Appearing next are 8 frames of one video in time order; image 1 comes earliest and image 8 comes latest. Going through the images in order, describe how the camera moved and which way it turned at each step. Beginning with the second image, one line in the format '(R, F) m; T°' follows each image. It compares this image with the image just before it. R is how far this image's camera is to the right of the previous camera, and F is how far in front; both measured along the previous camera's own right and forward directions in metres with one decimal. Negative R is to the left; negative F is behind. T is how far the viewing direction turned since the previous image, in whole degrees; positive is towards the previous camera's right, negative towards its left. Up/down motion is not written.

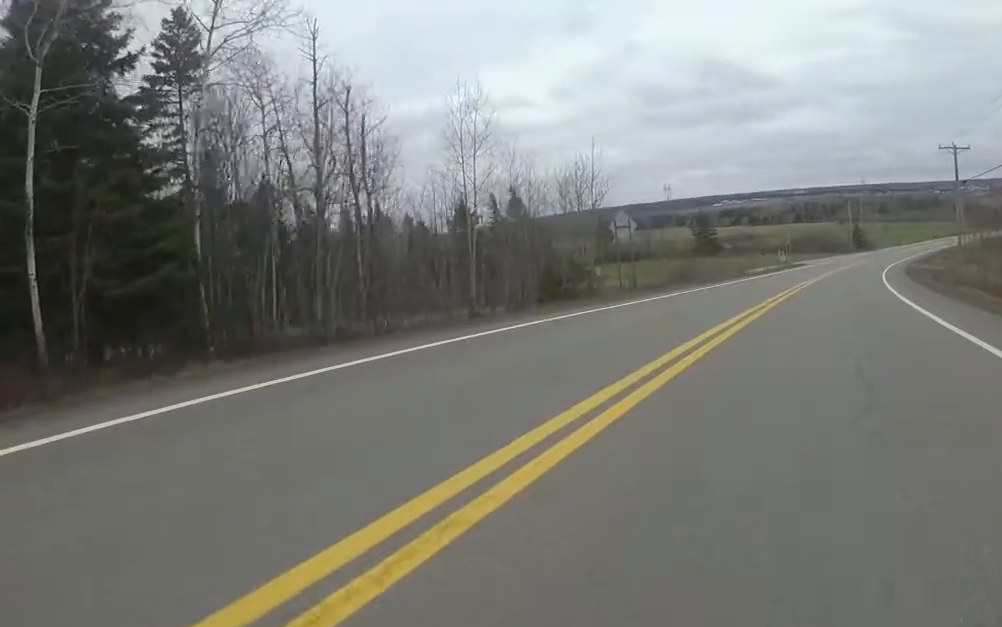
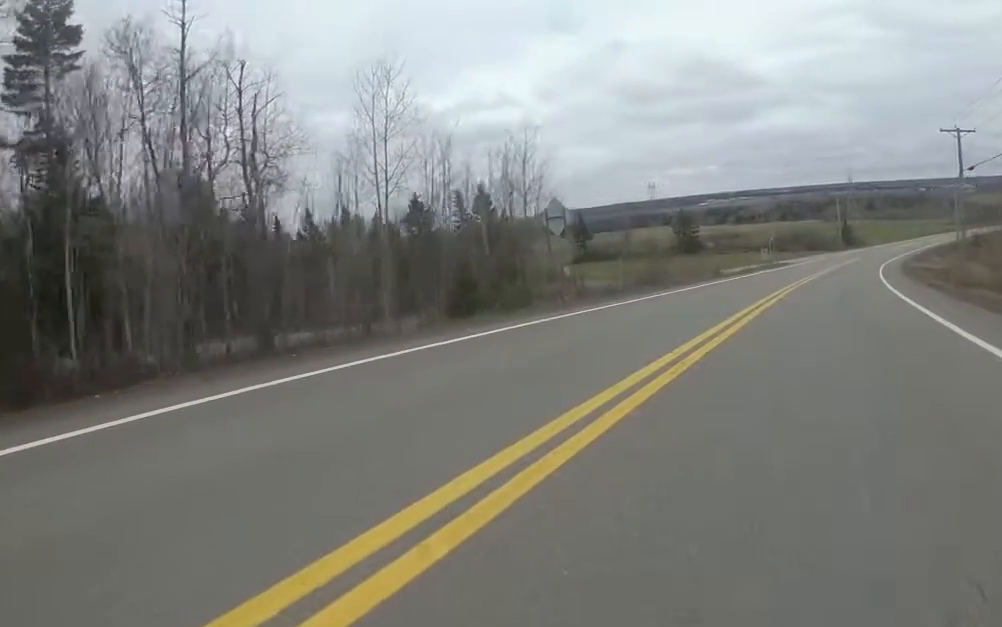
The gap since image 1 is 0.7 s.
(-0.8, +5.6) m; +1°
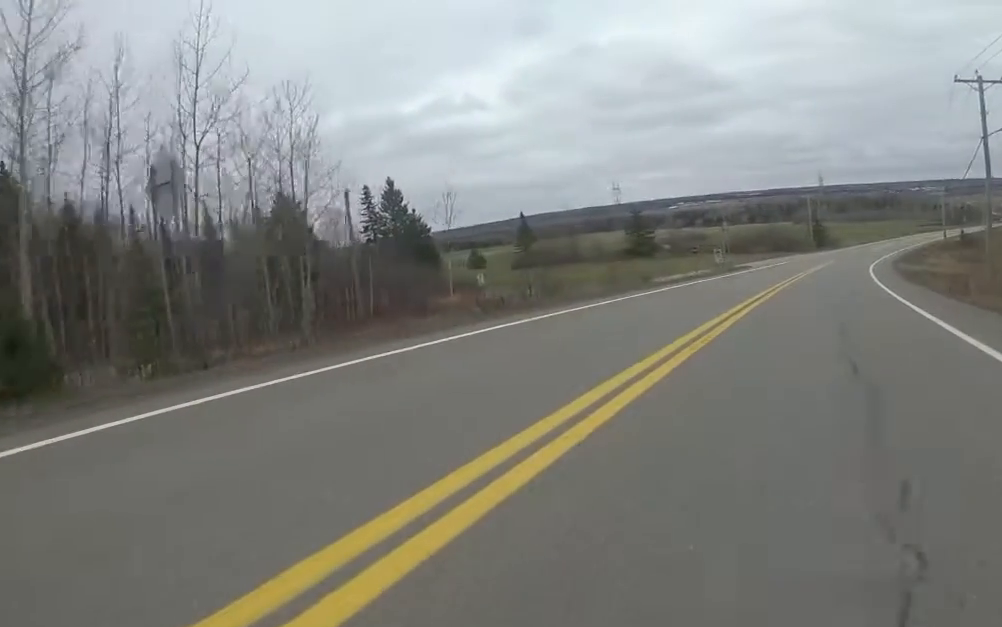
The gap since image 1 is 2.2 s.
(+2.1, +12.9) m; +9°
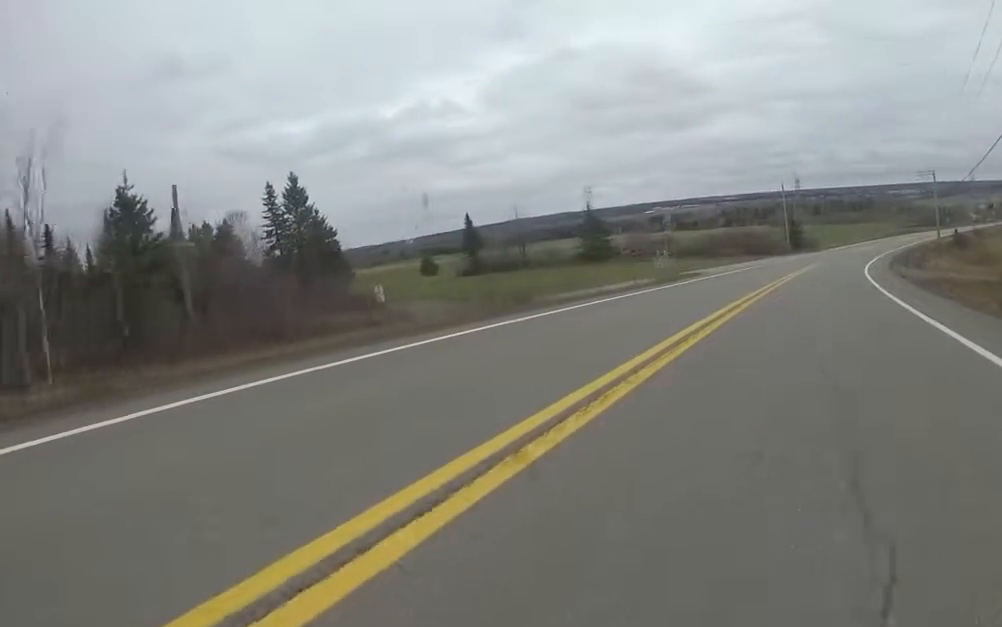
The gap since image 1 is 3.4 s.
(0.0, +11.1) m; 0°
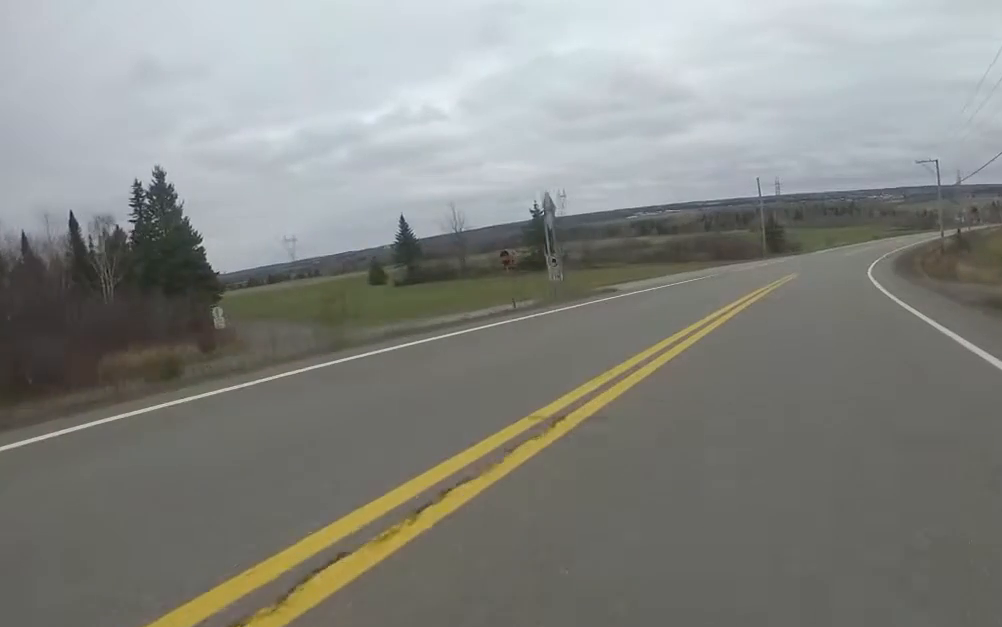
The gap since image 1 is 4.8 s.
(+0.2, +11.8) m; +3°
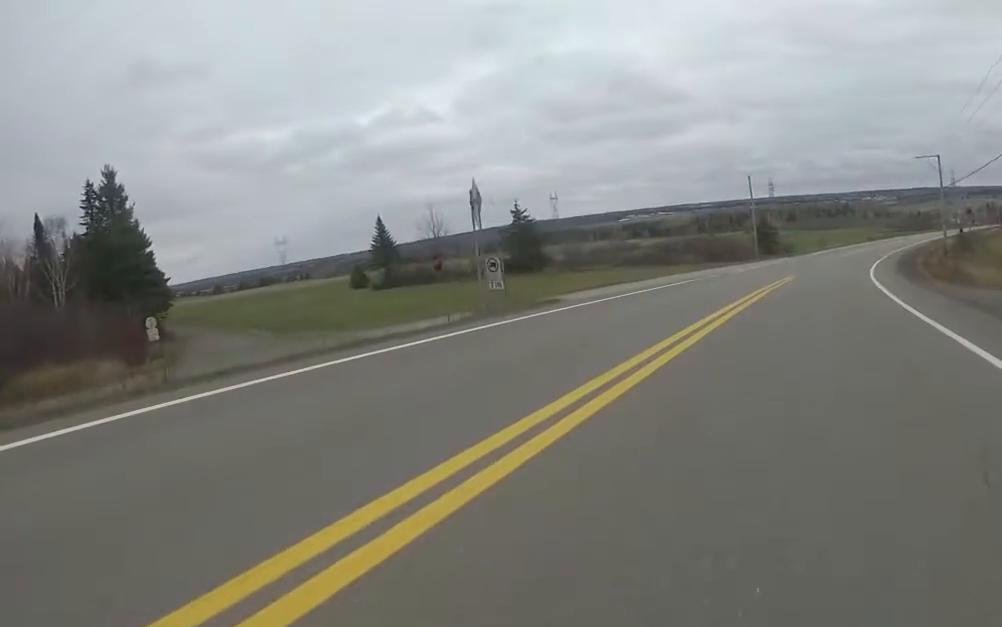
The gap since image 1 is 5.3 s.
(+0.2, +3.6) m; 0°
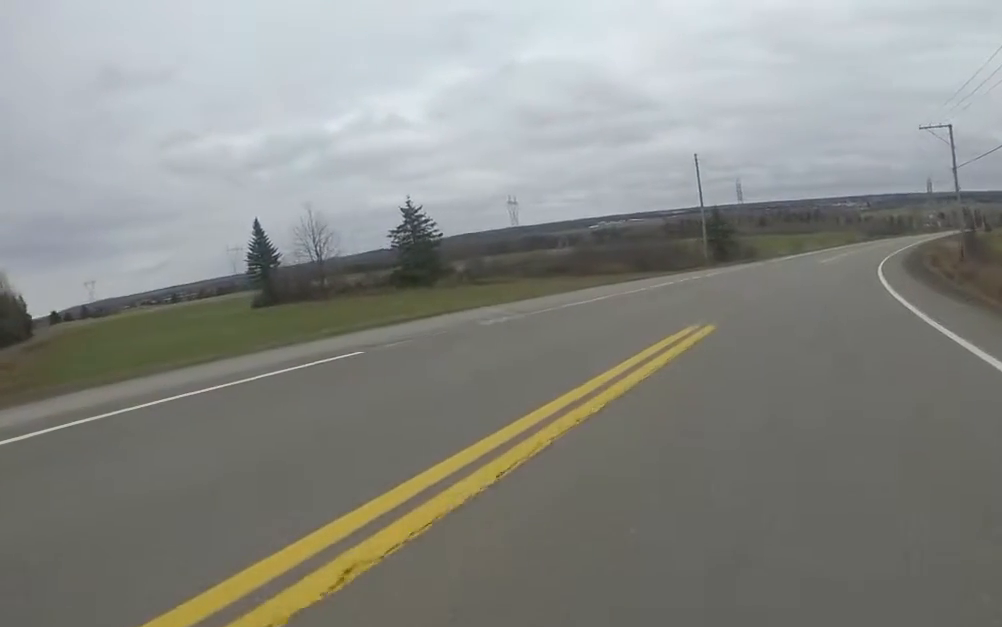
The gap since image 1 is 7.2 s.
(-0.4, +15.6) m; -1°
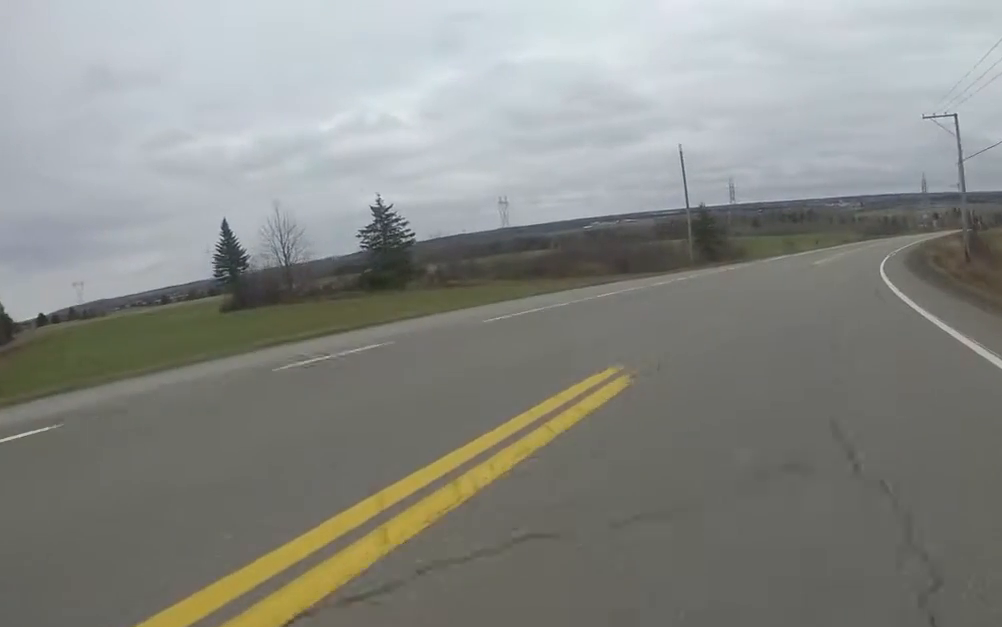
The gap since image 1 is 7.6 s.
(-0.1, +3.5) m; +1°
